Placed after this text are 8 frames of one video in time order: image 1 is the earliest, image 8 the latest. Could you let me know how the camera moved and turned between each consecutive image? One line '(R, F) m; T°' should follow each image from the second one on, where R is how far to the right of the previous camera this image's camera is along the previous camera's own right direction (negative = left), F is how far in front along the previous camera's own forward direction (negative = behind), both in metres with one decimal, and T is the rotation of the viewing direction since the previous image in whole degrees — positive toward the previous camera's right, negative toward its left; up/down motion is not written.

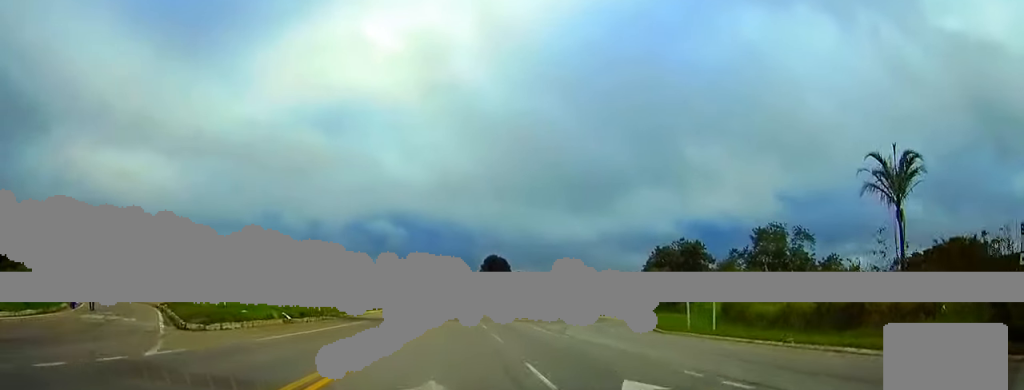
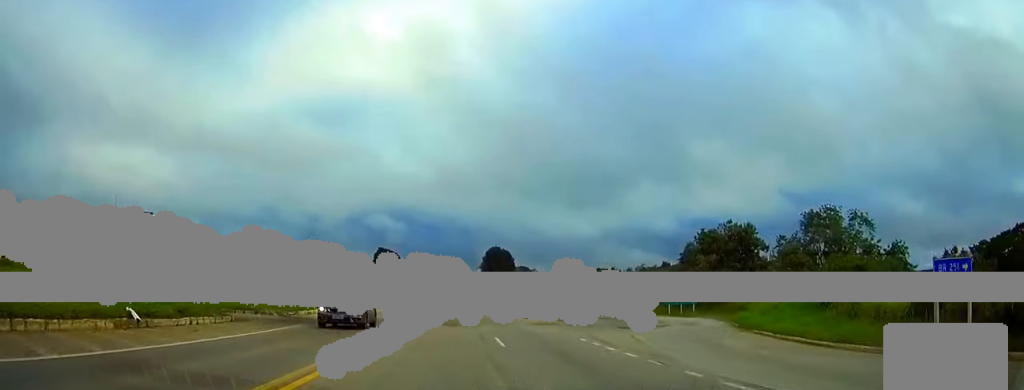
(-0.1, +16.8) m; 0°
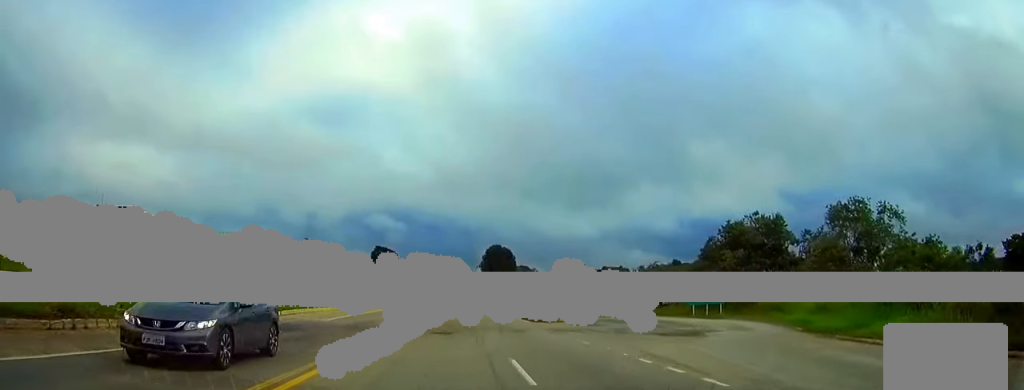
(0.0, +7.4) m; 0°
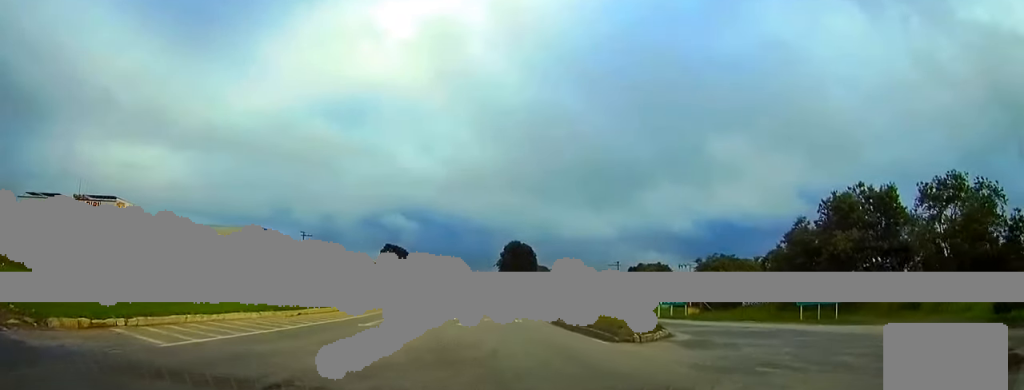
(-0.2, +17.8) m; -1°
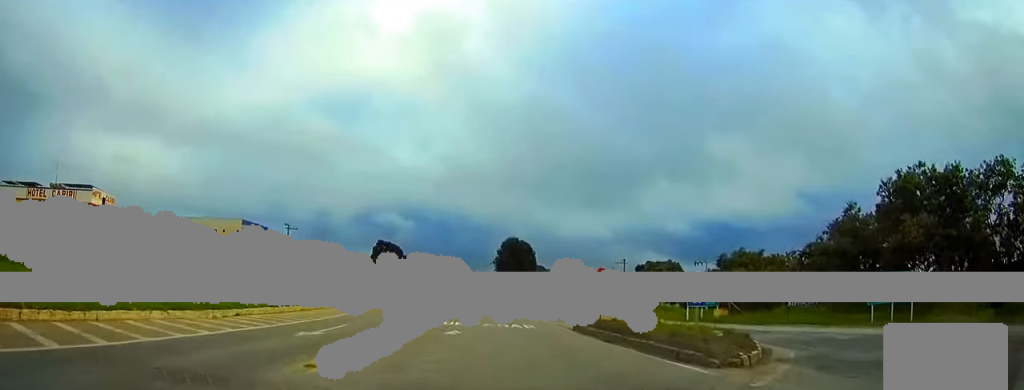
(0.0, +8.9) m; 0°
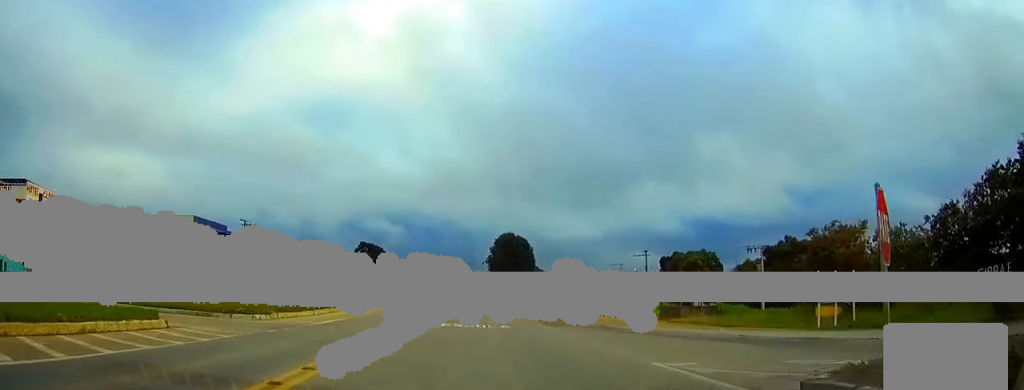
(+0.3, +20.7) m; +1°
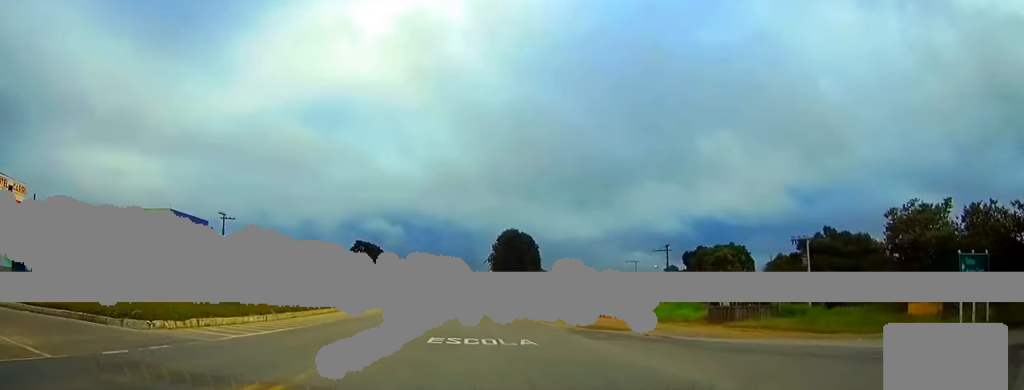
(0.0, +10.3) m; 0°
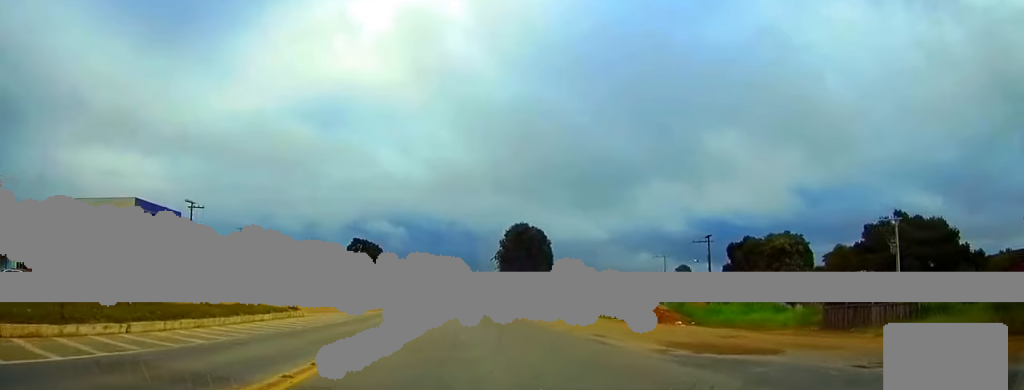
(-0.1, +14.1) m; -1°
